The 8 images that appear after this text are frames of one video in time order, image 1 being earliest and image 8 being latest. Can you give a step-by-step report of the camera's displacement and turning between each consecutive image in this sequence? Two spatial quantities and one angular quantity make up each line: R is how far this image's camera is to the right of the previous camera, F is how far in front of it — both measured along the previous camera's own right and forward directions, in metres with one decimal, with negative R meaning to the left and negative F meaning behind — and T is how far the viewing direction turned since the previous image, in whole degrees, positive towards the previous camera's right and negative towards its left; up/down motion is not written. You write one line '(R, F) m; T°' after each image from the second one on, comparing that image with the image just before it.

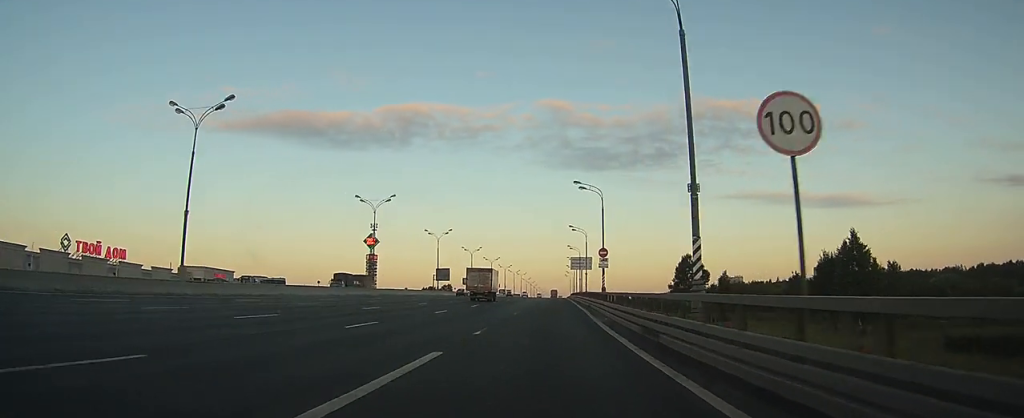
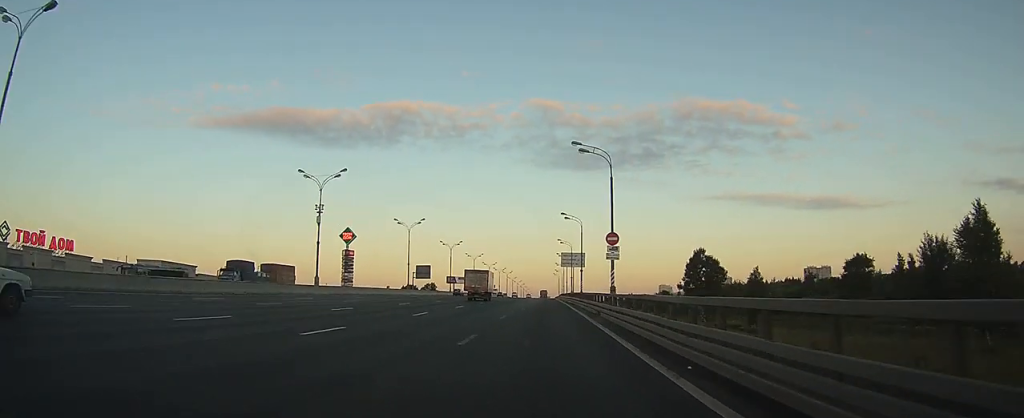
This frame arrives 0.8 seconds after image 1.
(0.0, +15.1) m; 0°
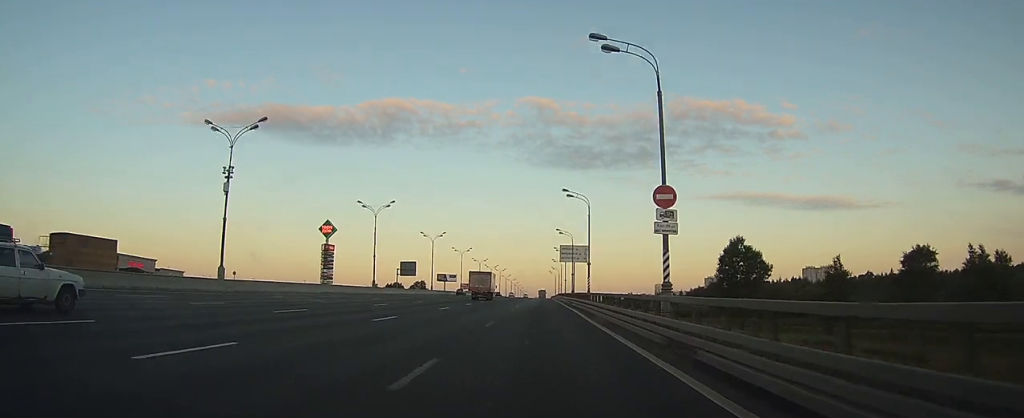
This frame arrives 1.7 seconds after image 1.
(+0.1, +17.8) m; +1°
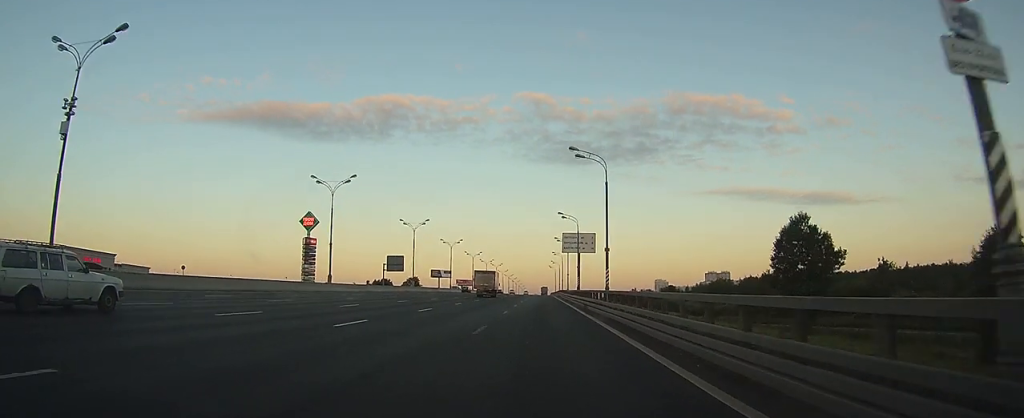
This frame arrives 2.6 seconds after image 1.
(+0.2, +16.7) m; 0°
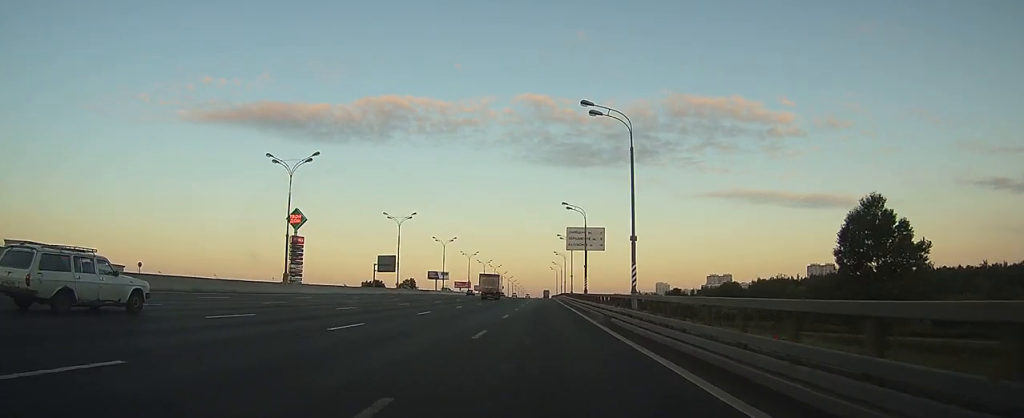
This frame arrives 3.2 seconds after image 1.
(-0.1, +11.7) m; 0°
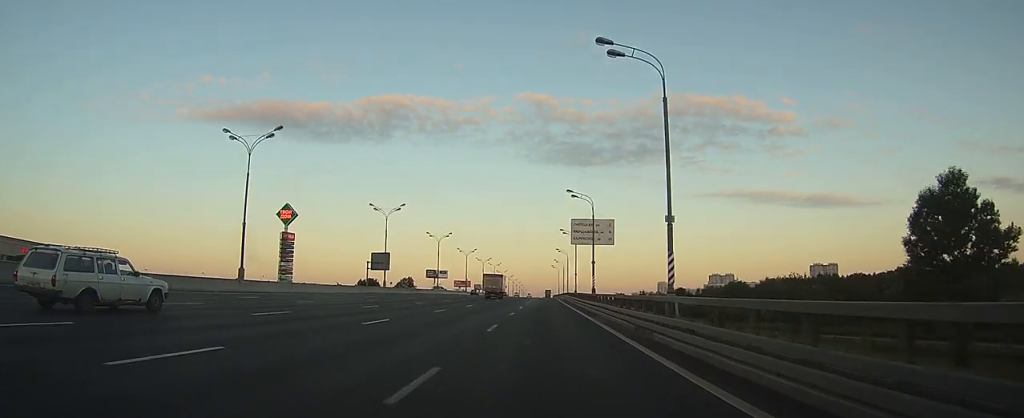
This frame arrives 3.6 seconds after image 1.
(0.0, +8.5) m; 0°
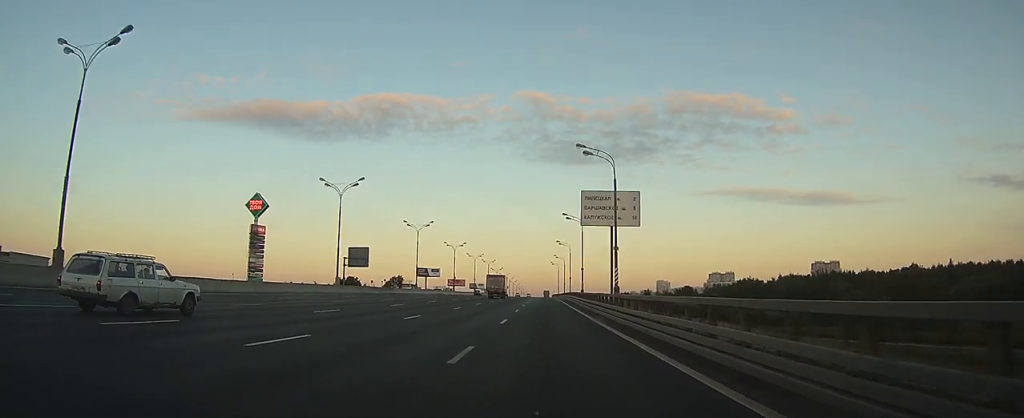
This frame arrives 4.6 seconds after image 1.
(0.0, +19.1) m; 0°
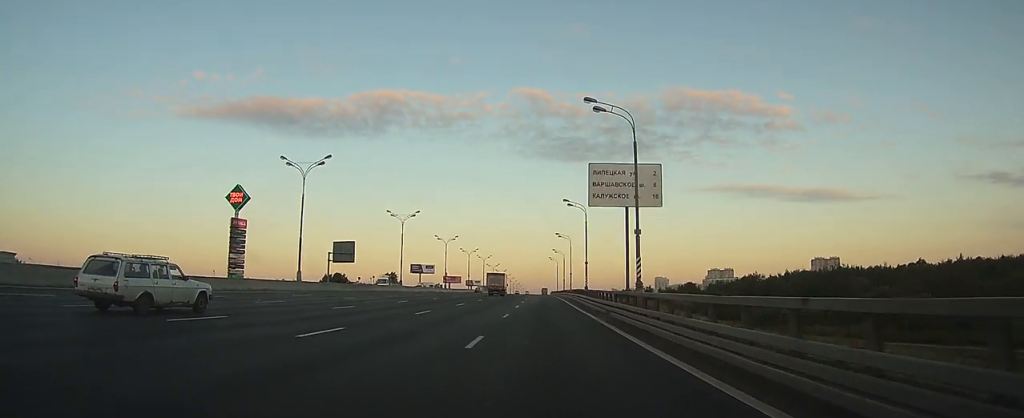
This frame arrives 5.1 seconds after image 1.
(0.0, +10.0) m; 0°
